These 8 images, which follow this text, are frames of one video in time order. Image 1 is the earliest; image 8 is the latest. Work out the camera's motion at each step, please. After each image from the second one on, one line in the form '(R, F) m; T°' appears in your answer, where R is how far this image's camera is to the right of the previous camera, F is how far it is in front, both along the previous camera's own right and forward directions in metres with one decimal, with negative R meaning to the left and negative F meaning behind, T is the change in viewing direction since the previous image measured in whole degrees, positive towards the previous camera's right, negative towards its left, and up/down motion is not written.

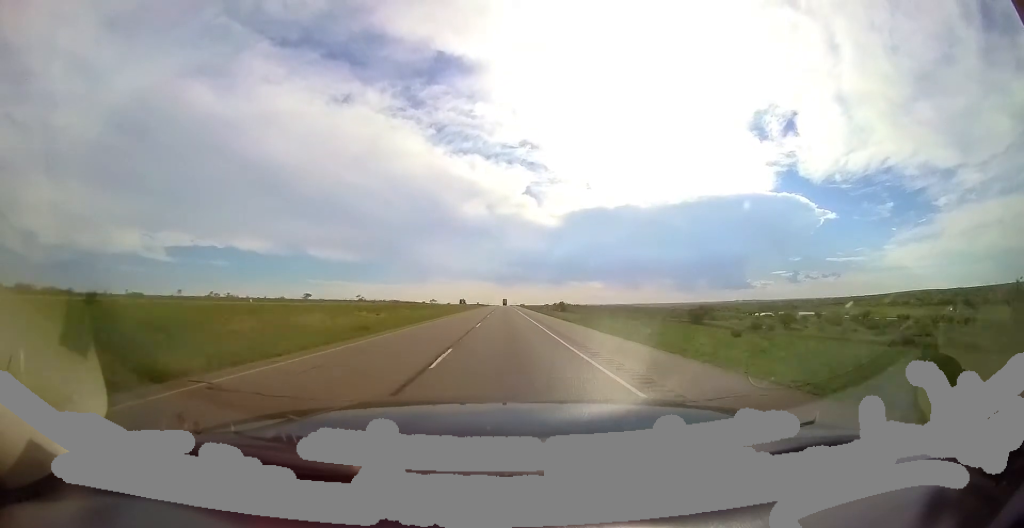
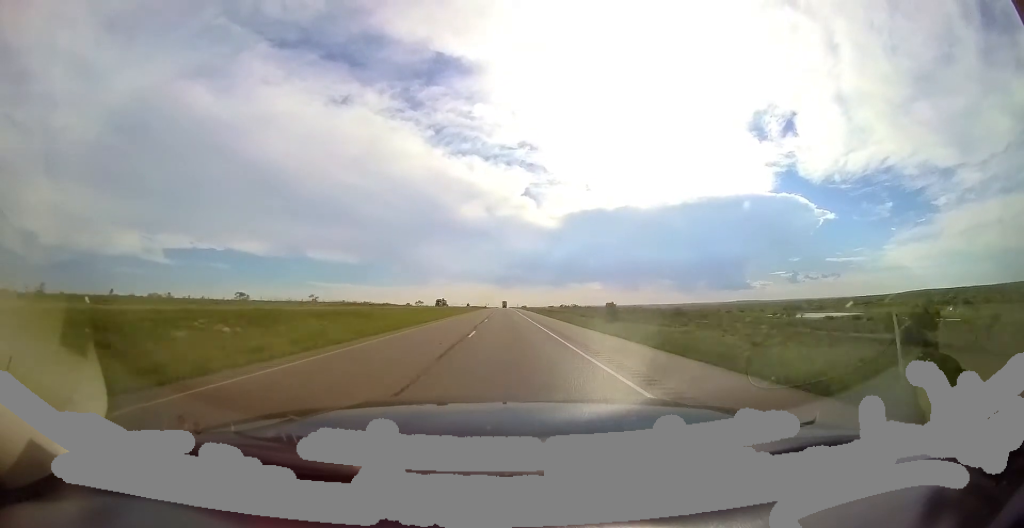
(-0.4, +41.4) m; 0°
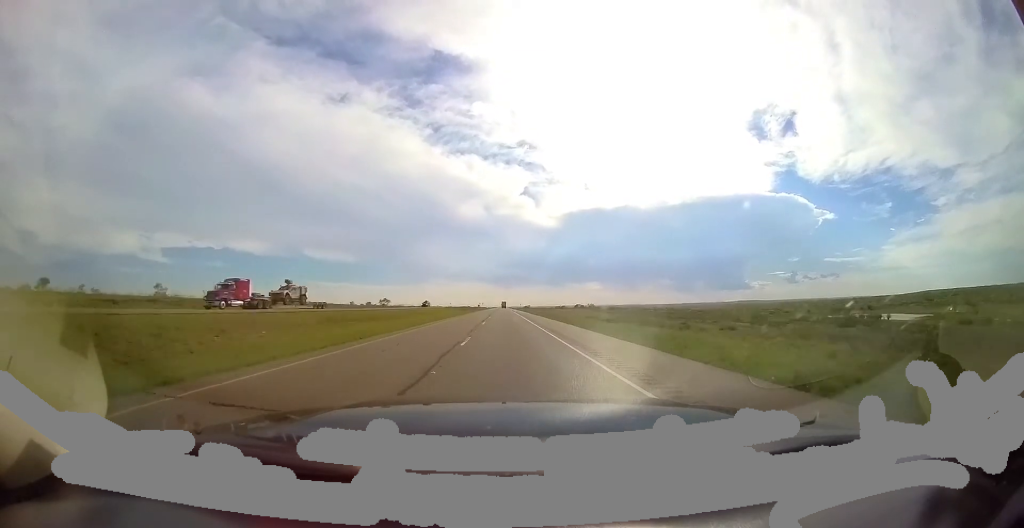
(+0.5, +63.0) m; +1°
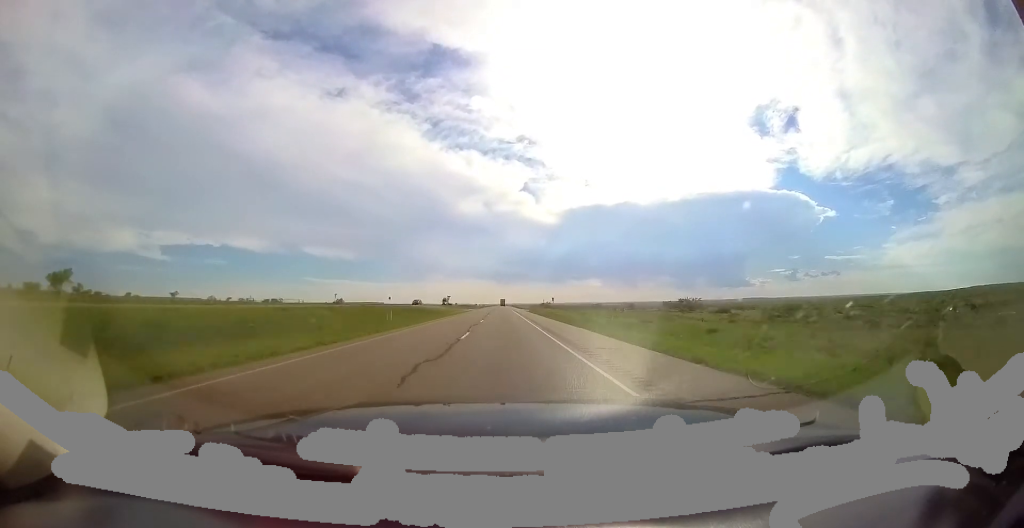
(+0.4, +130.7) m; 0°
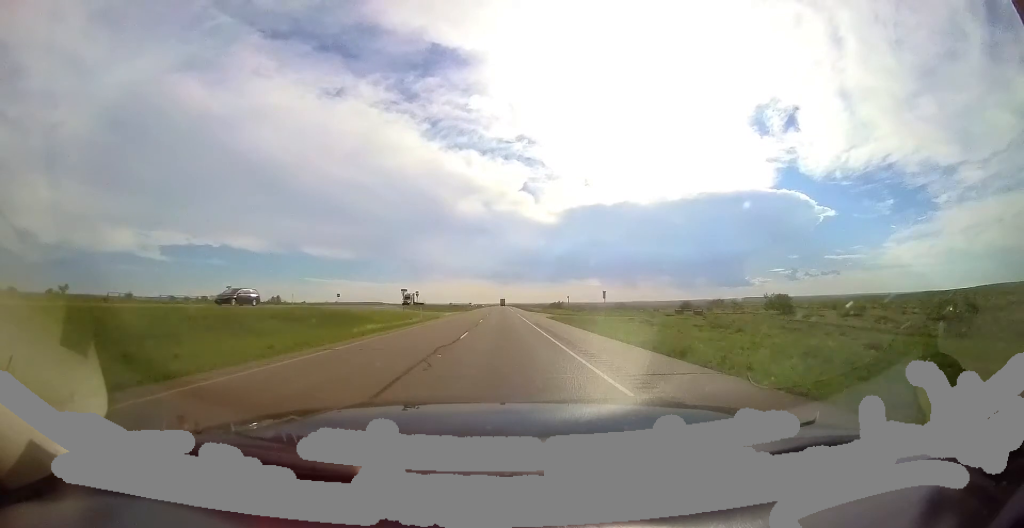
(+0.1, +36.4) m; 0°
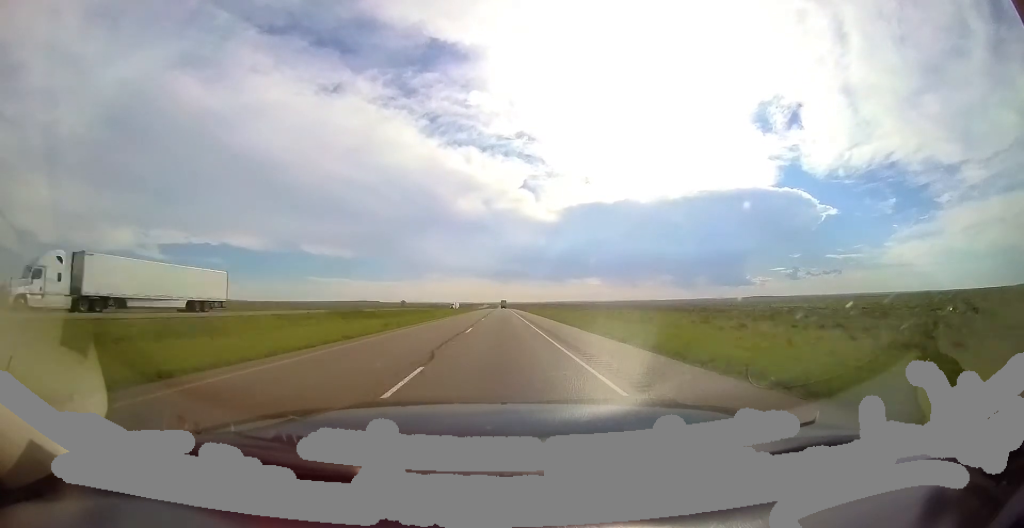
(-0.9, +167.9) m; 0°
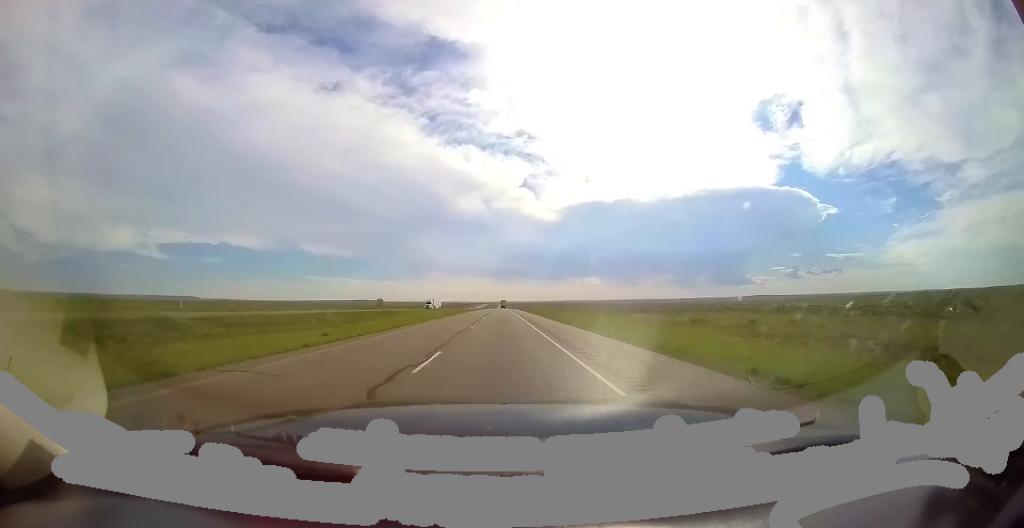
(-0.1, +34.2) m; 0°
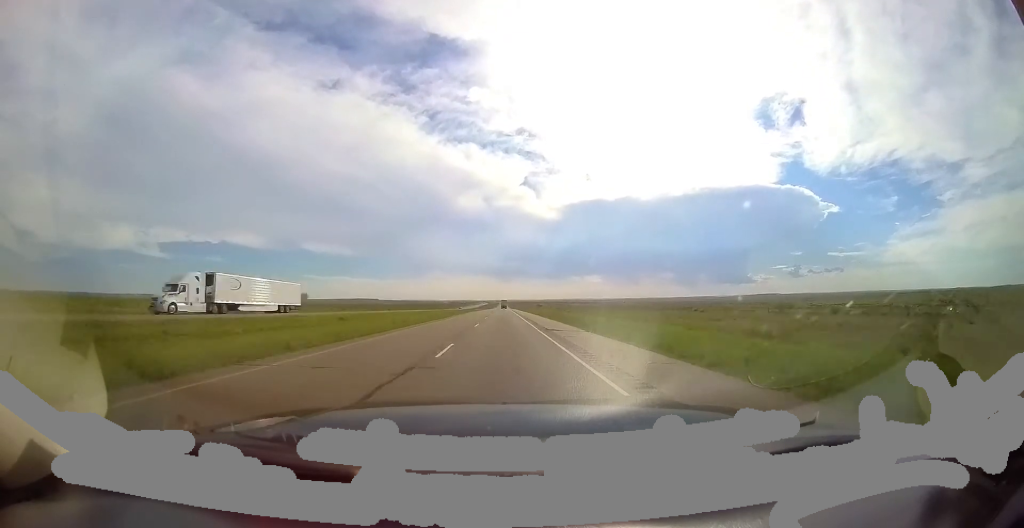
(+0.5, +58.5) m; 0°
